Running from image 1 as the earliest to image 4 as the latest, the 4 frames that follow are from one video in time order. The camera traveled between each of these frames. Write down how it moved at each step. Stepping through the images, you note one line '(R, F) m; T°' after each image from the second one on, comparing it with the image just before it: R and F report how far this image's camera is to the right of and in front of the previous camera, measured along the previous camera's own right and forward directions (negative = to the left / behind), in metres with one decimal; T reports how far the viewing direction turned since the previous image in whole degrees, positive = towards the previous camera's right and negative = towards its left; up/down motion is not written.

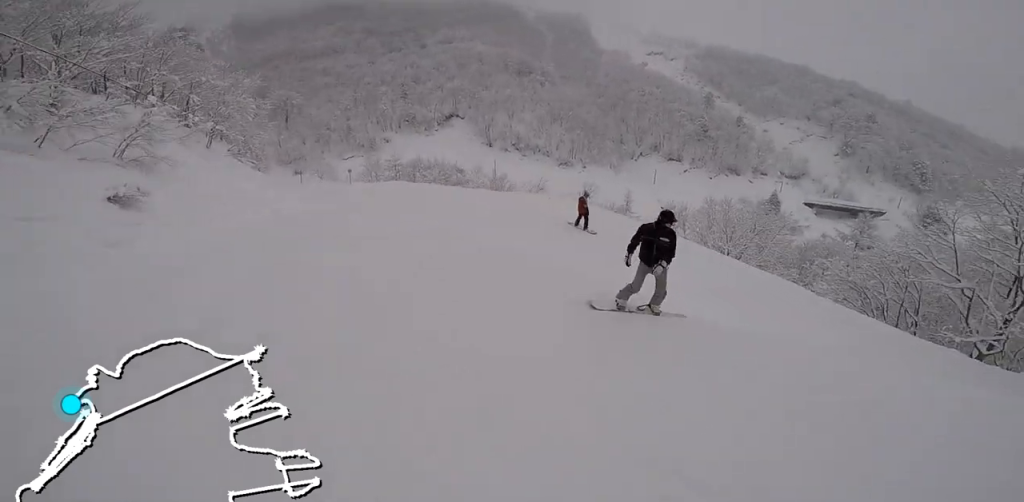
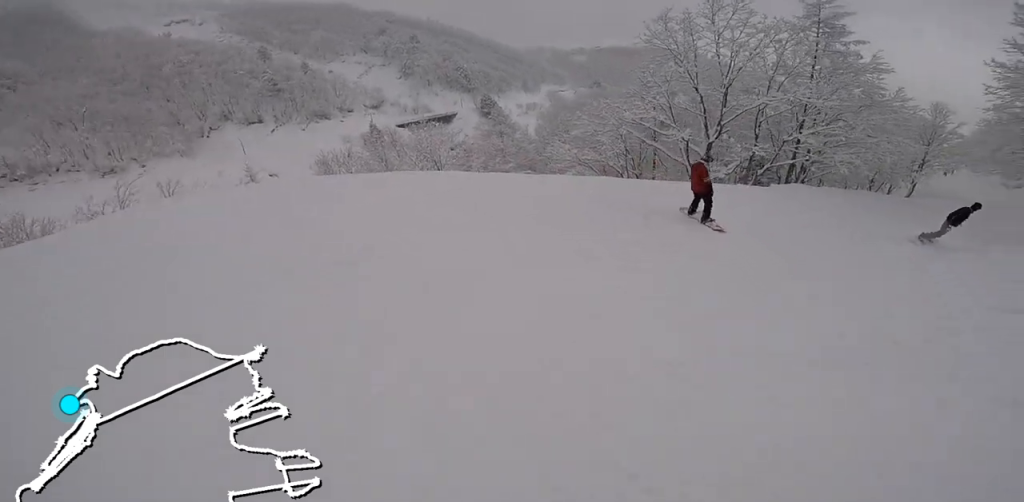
(+3.4, +6.9) m; +75°
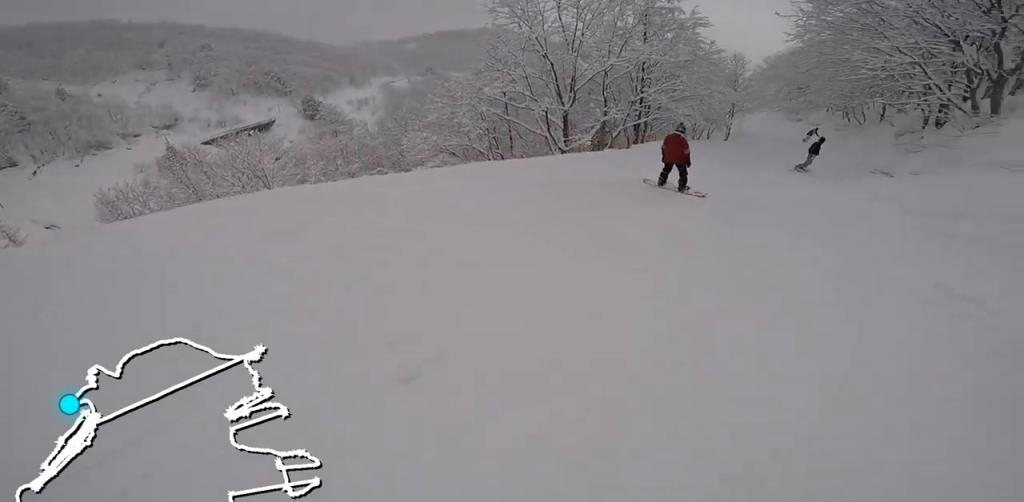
(+0.2, +2.6) m; +32°
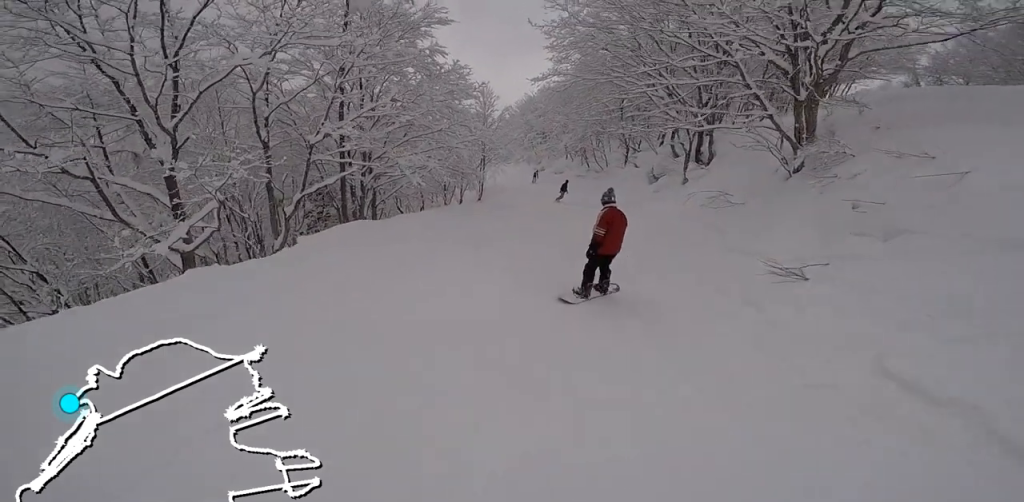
(+5.5, +10.4) m; +27°
